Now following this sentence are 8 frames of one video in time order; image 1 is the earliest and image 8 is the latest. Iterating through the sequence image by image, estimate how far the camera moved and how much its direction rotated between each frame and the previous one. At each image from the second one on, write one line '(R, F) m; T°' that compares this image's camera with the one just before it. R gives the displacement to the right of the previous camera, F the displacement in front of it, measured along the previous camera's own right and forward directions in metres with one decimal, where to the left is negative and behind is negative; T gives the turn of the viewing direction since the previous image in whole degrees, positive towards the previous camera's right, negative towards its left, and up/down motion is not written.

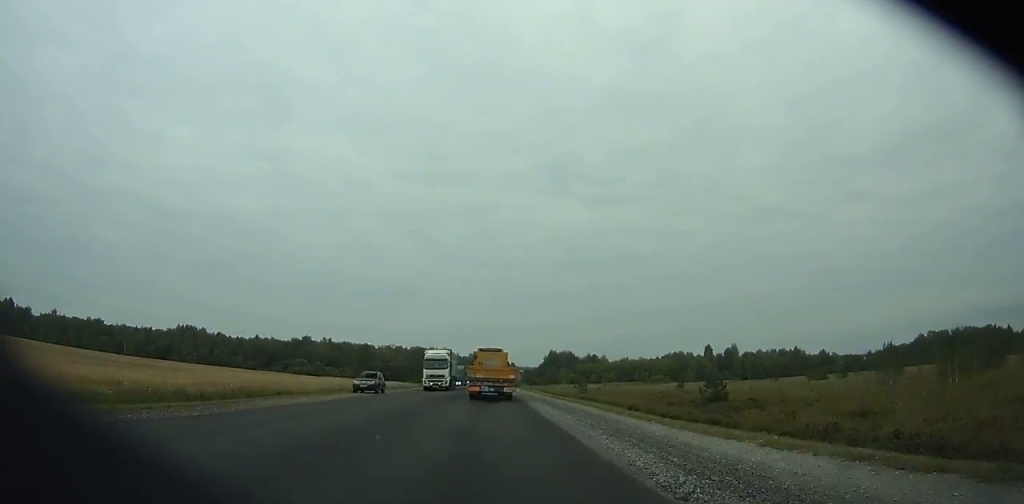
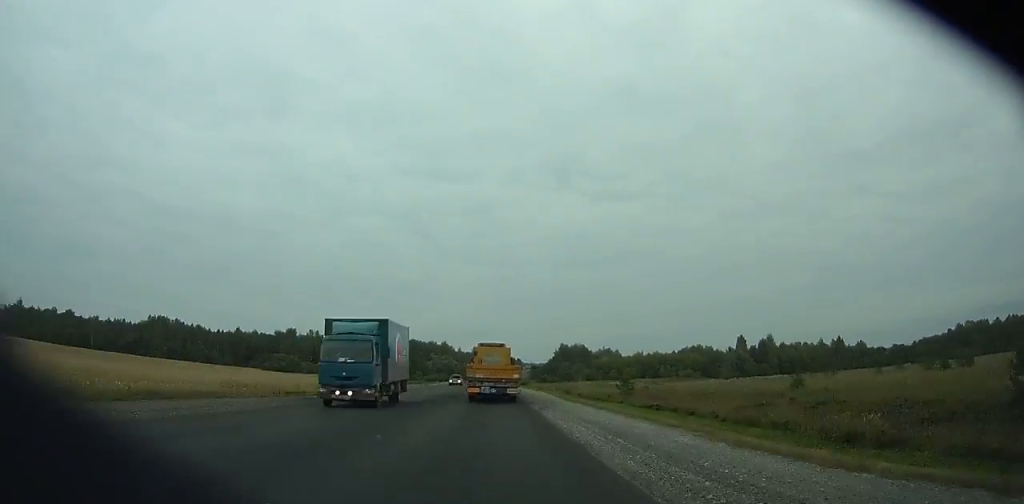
(-0.1, +39.1) m; 0°
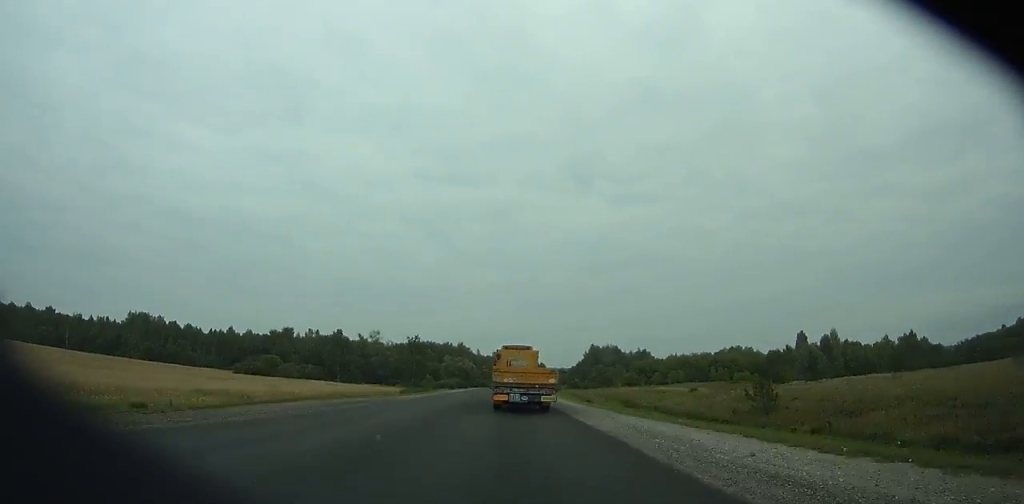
(-0.3, +41.8) m; -1°
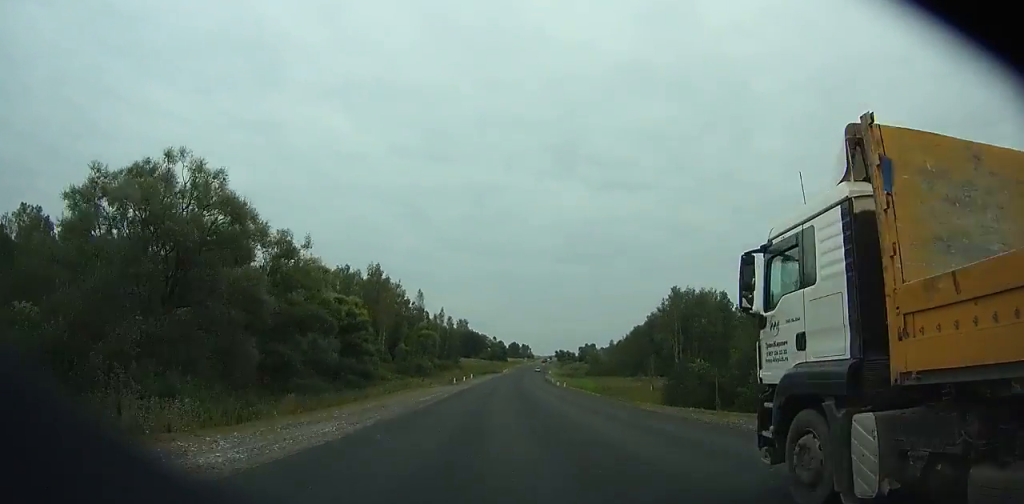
(-0.1, +196.9) m; +2°
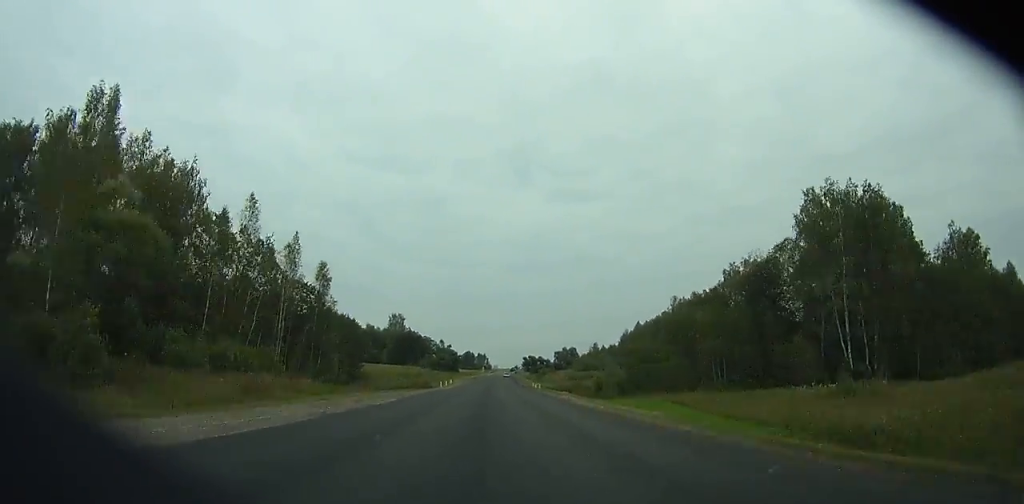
(+2.7, +87.7) m; +3°
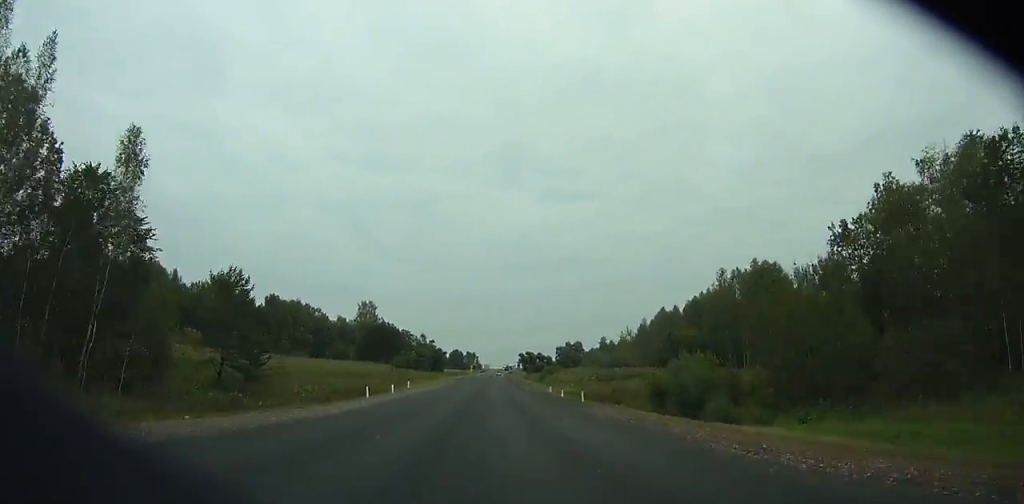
(+1.0, +43.2) m; +1°
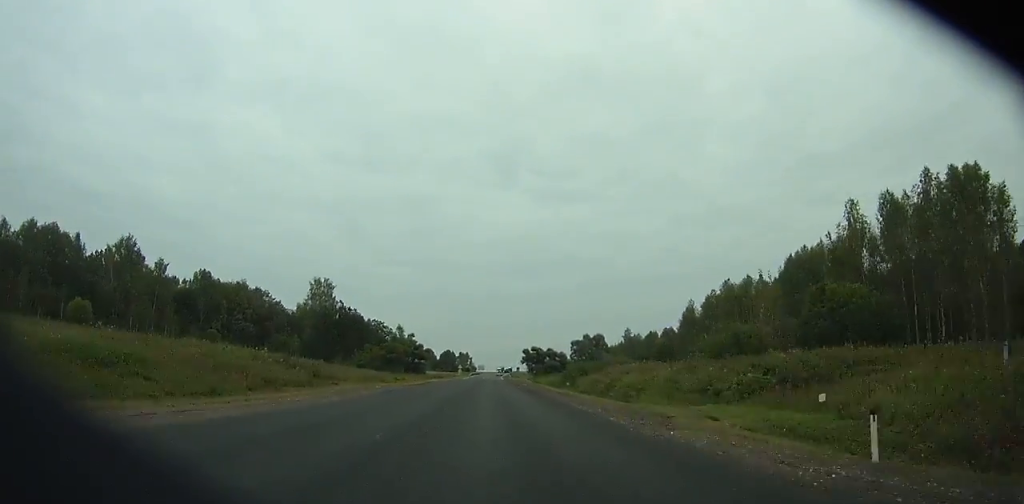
(+0.5, +51.9) m; +1°
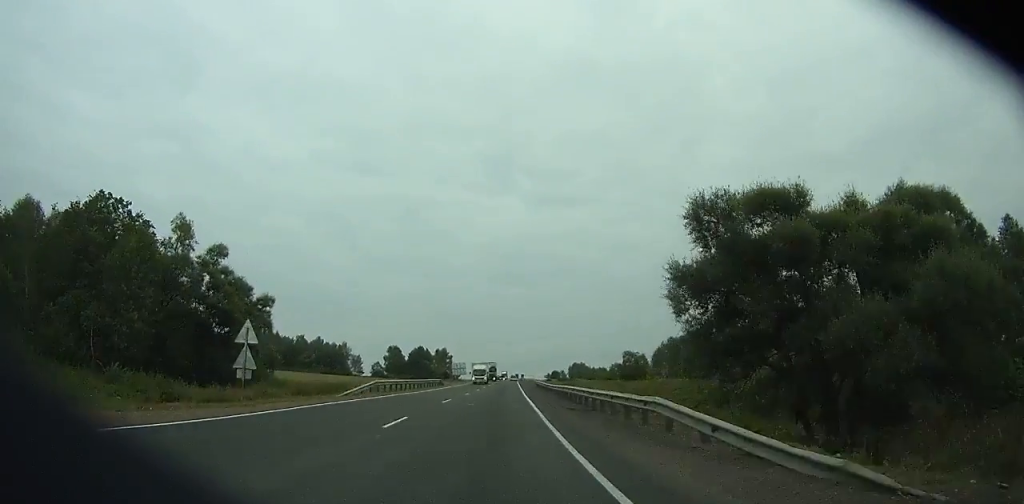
(+1.6, +141.9) m; +2°
